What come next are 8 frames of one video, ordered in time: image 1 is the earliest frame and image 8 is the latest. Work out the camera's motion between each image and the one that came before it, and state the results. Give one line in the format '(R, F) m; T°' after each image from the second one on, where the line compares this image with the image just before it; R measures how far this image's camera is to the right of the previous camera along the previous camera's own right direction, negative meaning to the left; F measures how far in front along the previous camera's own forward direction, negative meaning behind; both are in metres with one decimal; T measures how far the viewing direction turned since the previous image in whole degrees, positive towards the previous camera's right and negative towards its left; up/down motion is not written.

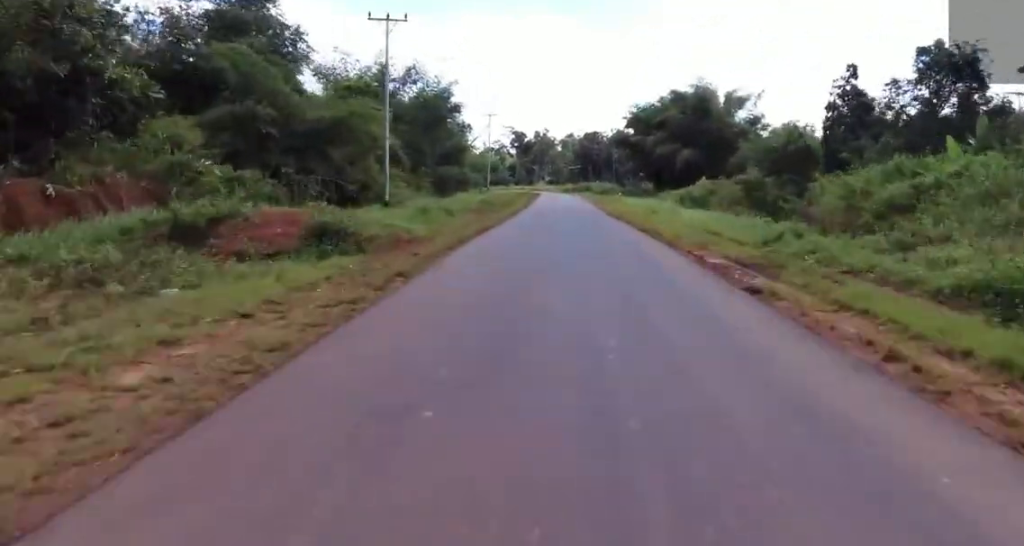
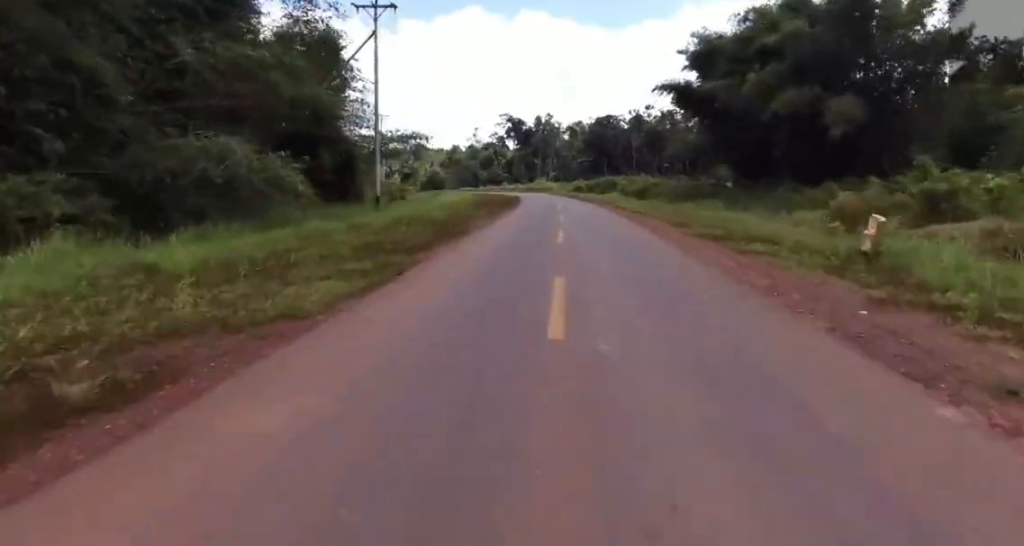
(+0.6, +53.3) m; +2°
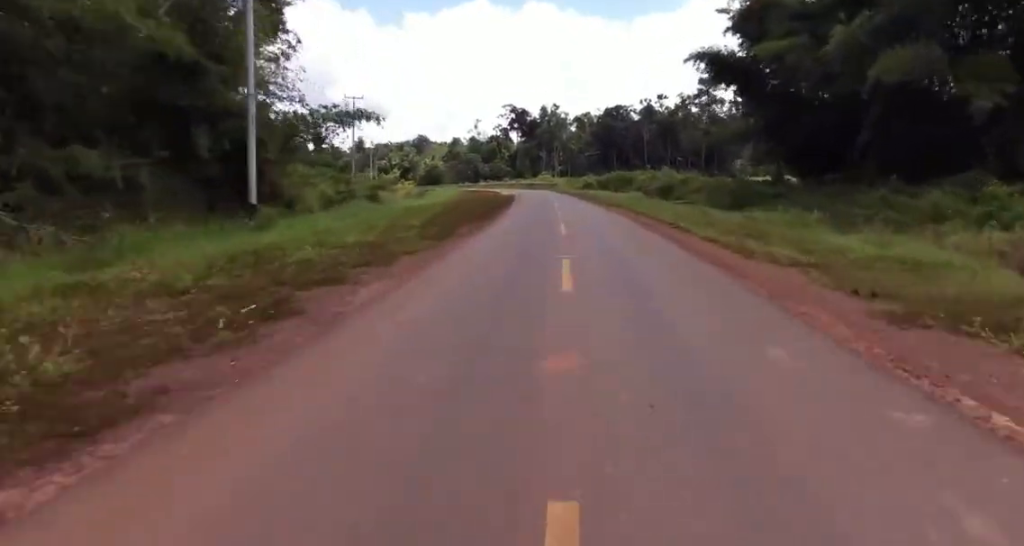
(+0.6, +13.4) m; 0°
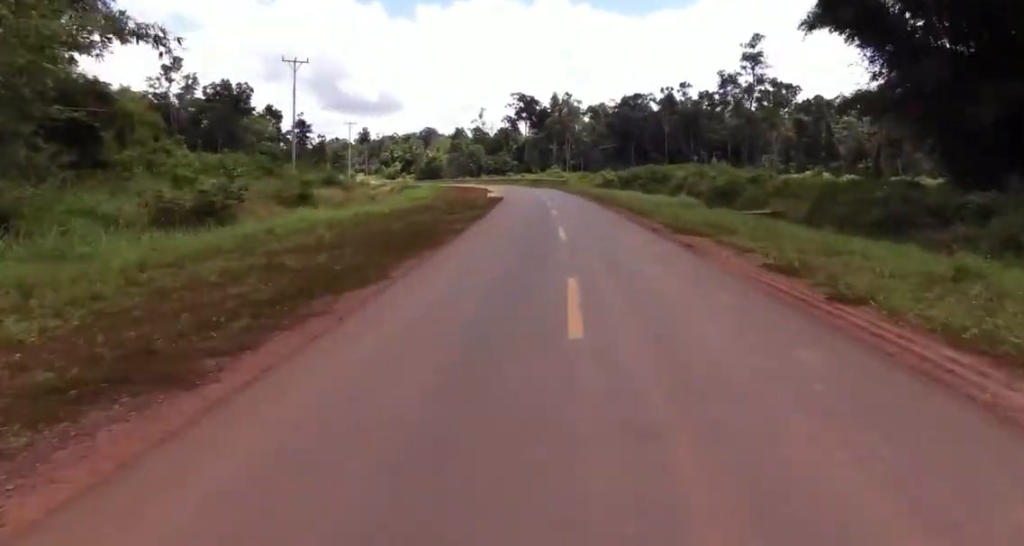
(-0.5, +20.1) m; -2°
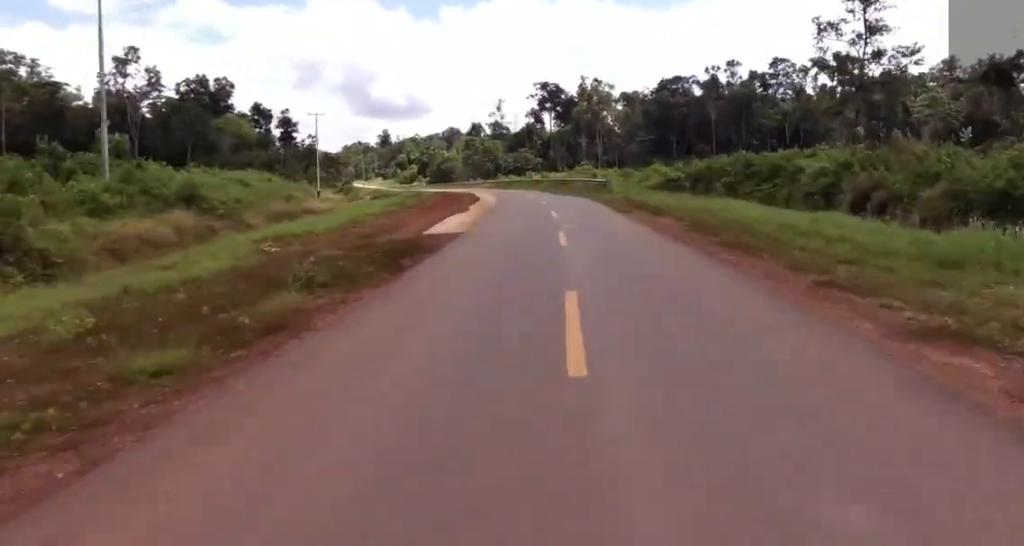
(-0.6, +24.7) m; -4°
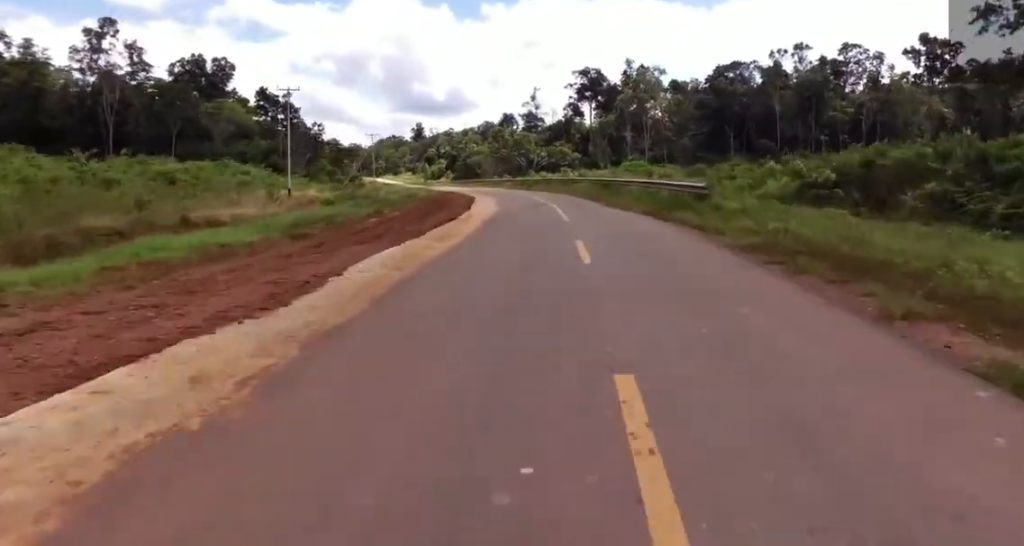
(-0.5, +19.7) m; -4°
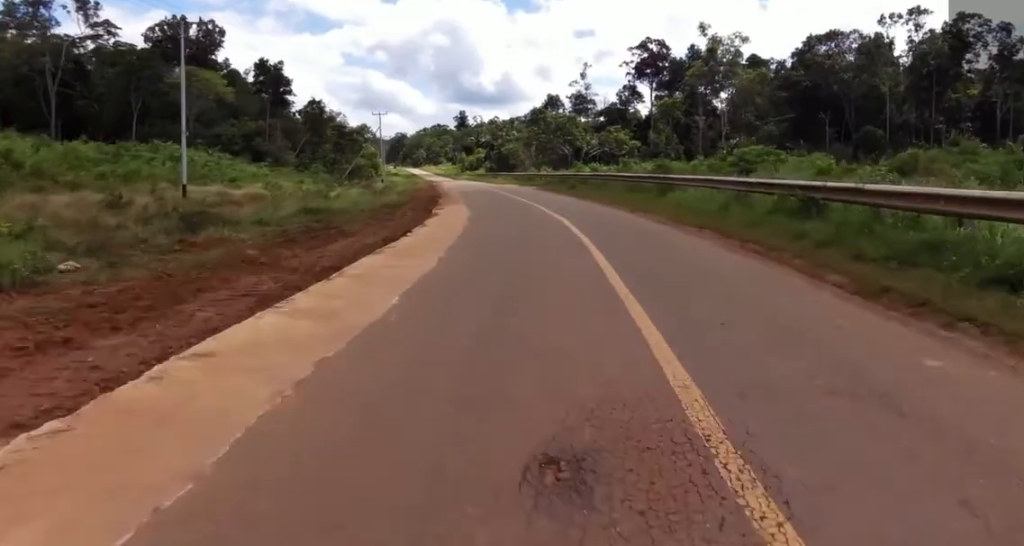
(-1.4, +25.2) m; -5°
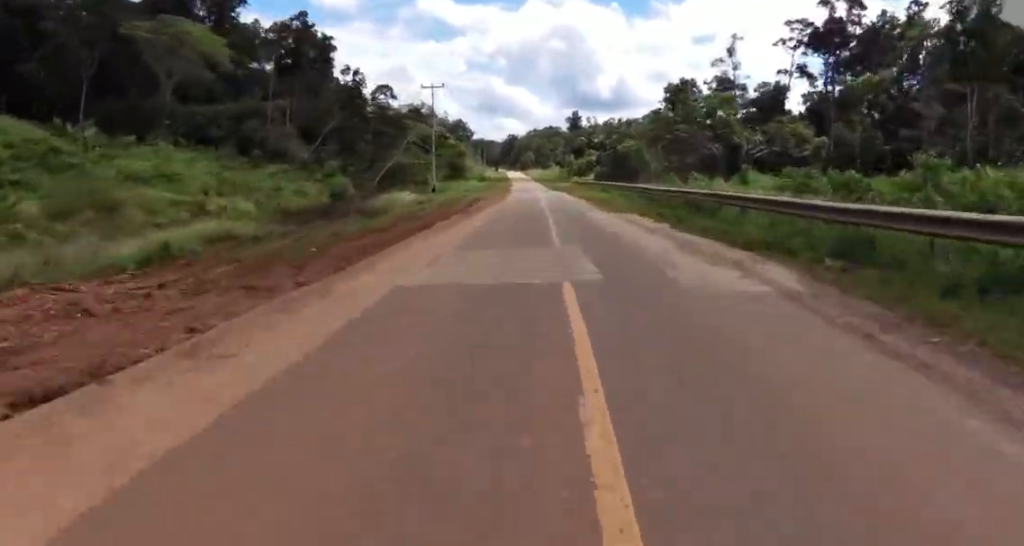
(-2.6, +34.7) m; -8°
